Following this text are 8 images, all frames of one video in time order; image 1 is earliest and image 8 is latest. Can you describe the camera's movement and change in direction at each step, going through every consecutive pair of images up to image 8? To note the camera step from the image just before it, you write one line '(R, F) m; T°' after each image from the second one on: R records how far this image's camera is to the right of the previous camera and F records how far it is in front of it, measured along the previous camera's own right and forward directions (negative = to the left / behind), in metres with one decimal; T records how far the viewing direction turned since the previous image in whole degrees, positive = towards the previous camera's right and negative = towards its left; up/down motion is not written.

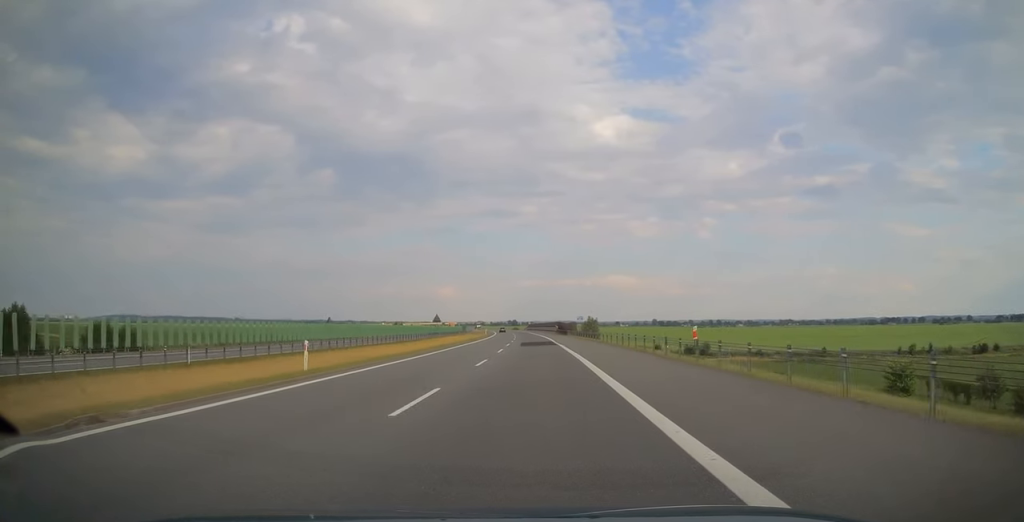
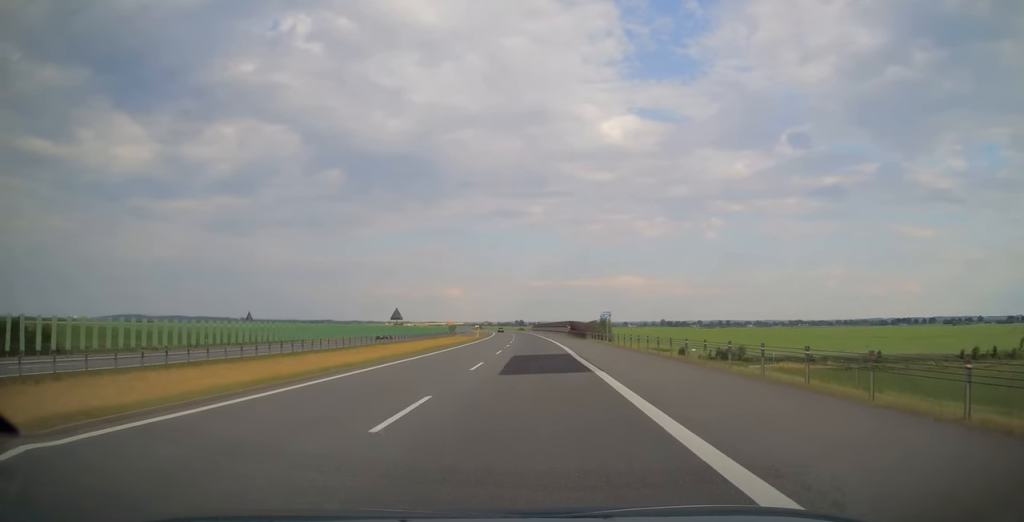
(-0.7, +25.4) m; -2°
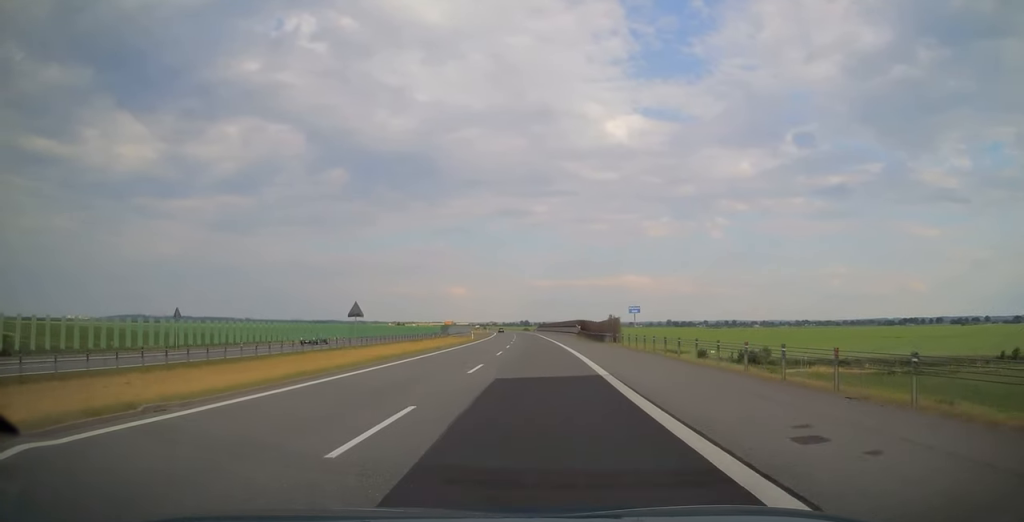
(0.0, +13.5) m; 0°
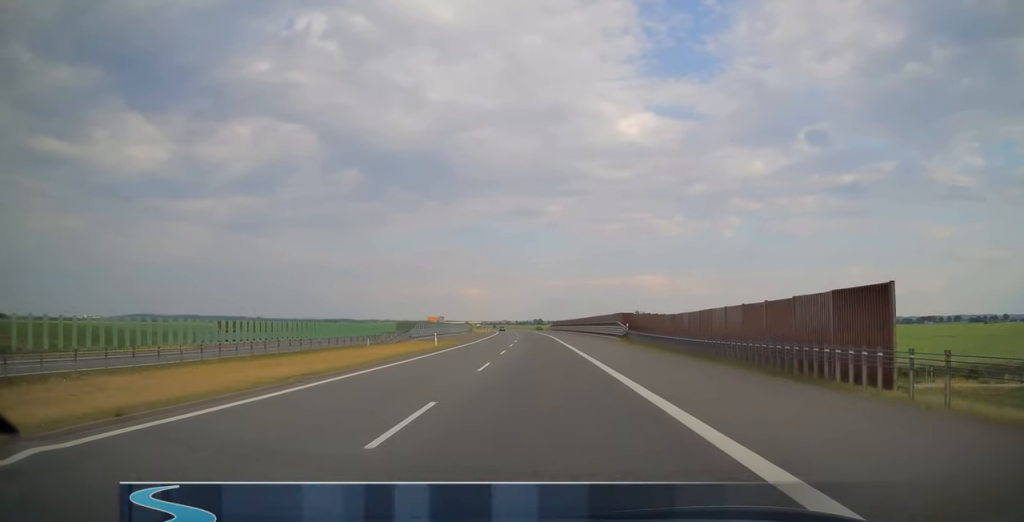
(0.0, +35.1) m; 0°
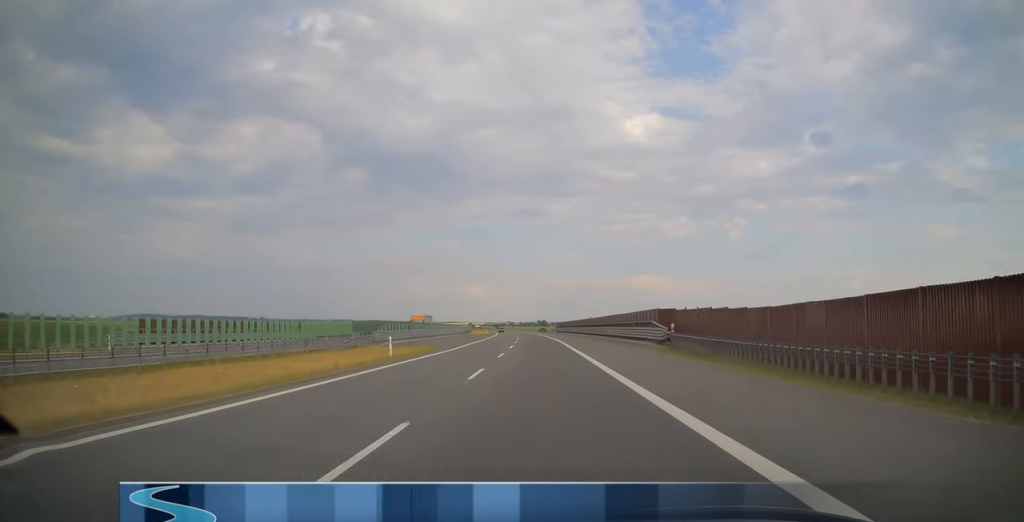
(0.0, +14.6) m; 0°
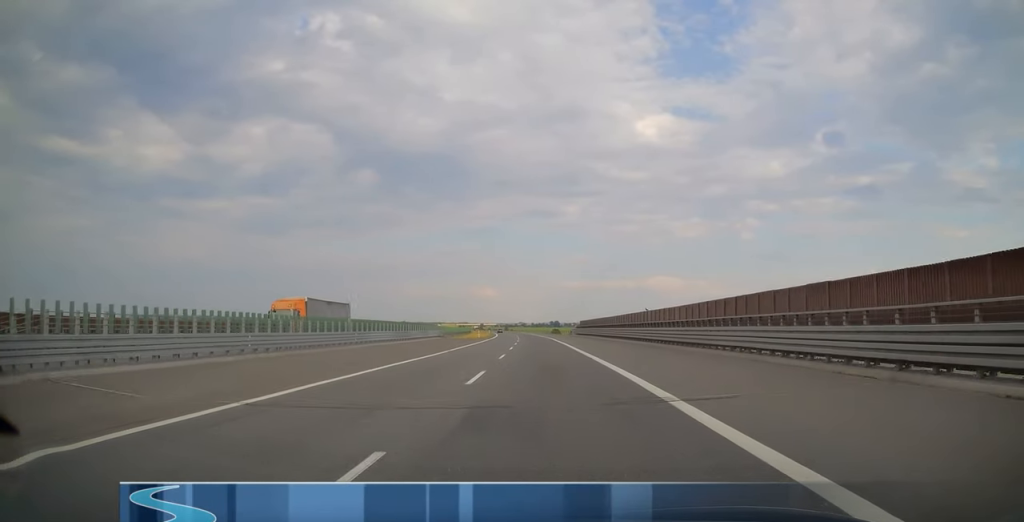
(0.0, +37.8) m; 0°
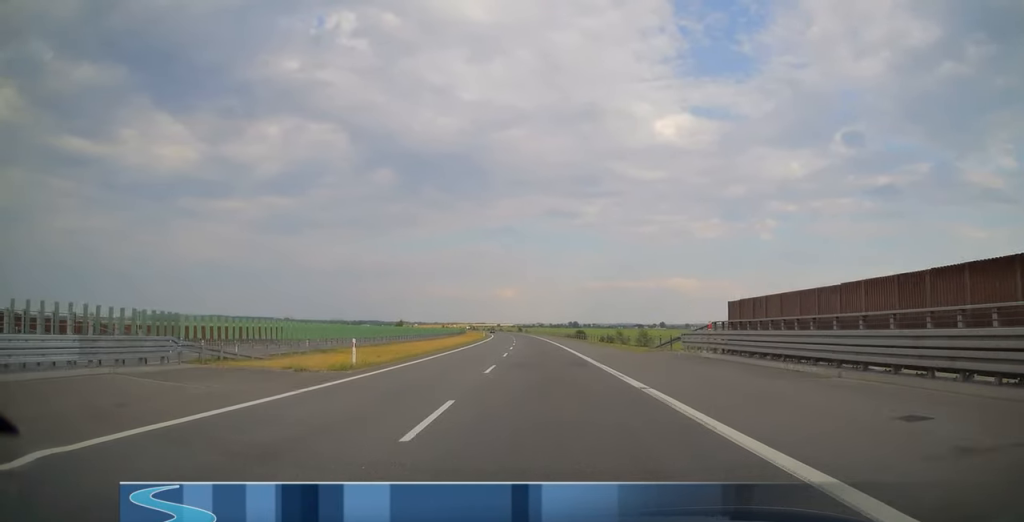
(0.0, +66.4) m; 0°
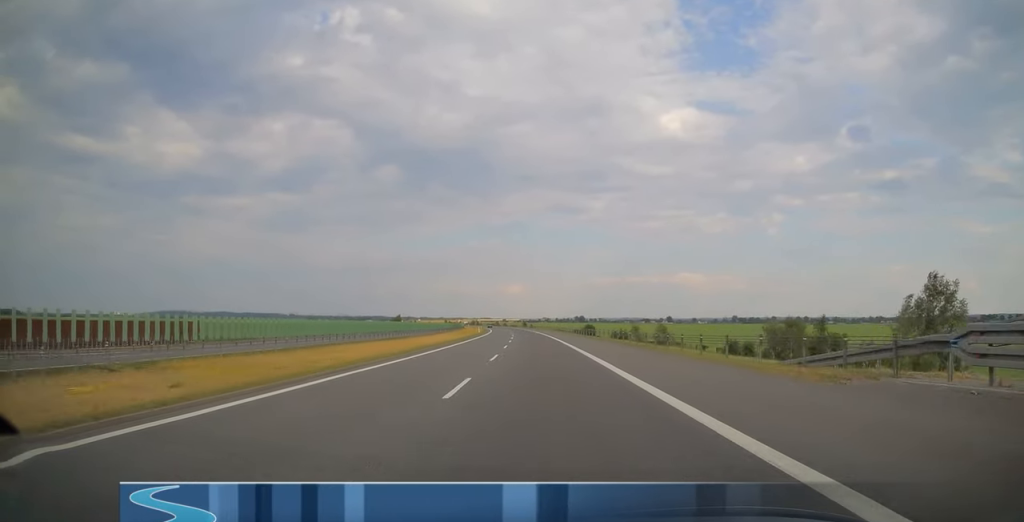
(+0.1, +20.0) m; -1°
